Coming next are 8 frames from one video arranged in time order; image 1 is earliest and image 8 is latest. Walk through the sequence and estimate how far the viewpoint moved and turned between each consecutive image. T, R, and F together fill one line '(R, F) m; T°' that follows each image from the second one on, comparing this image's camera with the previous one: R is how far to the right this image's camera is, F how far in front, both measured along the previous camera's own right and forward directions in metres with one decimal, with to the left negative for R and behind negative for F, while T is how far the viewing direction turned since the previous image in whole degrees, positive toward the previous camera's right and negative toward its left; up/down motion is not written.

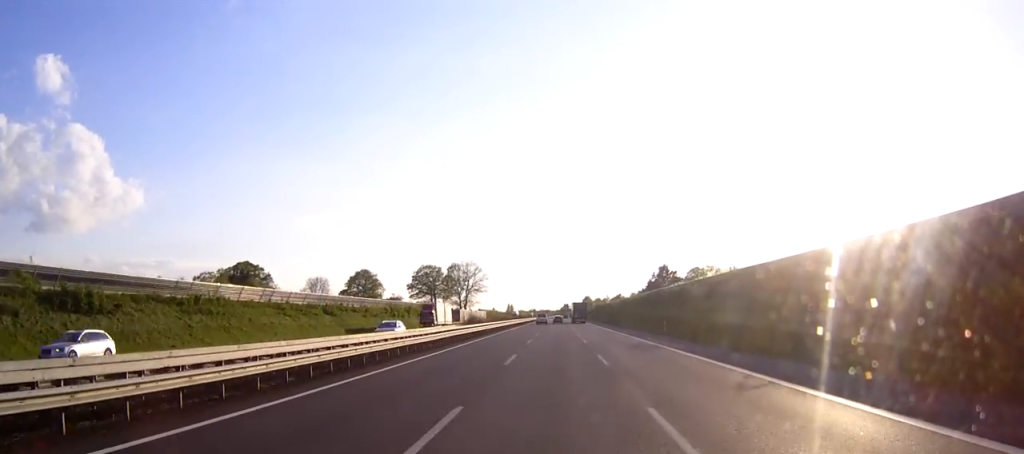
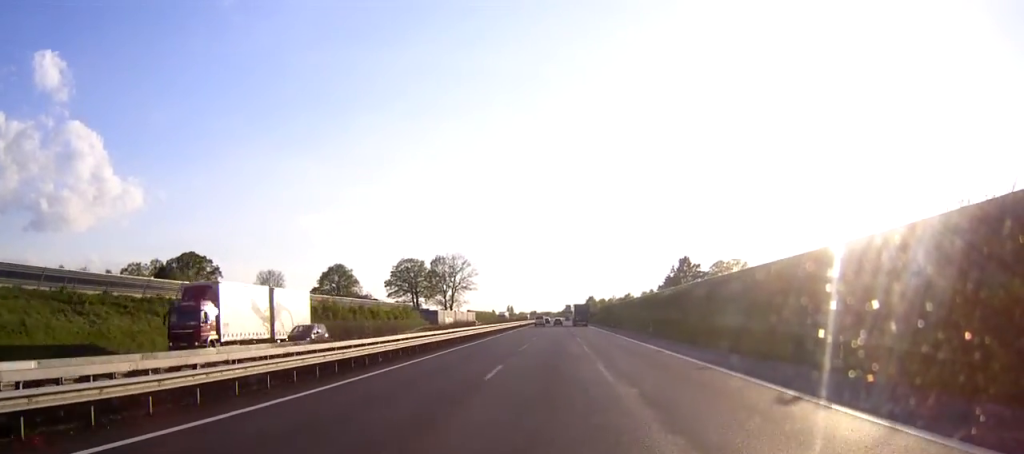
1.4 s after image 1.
(0.0, +40.8) m; 0°
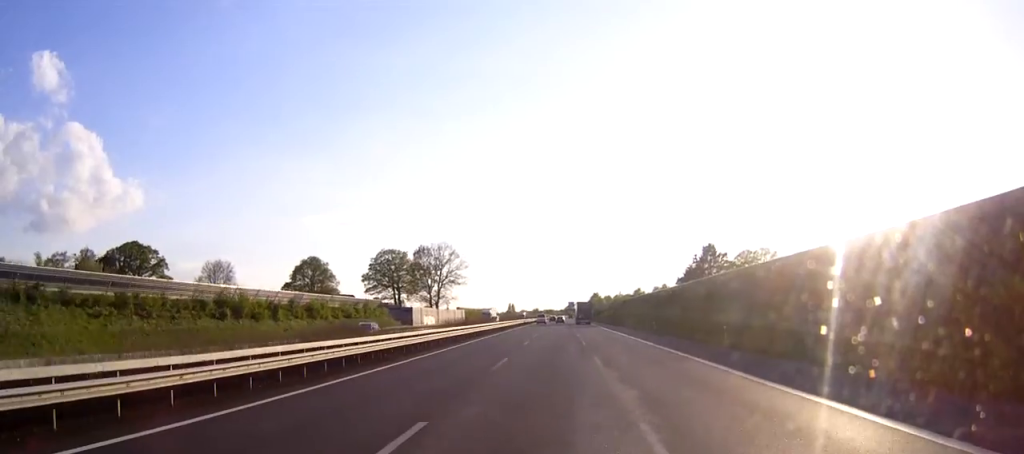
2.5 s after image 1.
(-0.1, +32.9) m; 0°
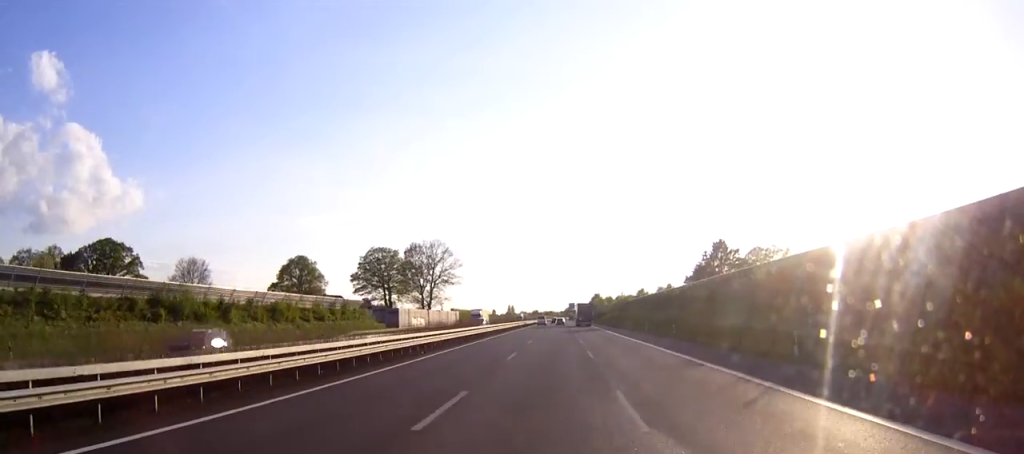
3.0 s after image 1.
(0.0, +12.5) m; 0°
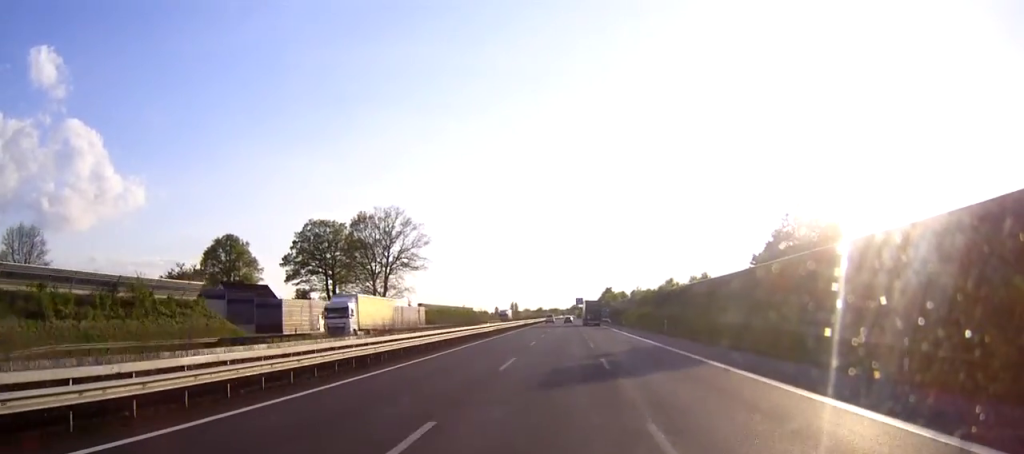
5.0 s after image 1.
(-0.1, +59.0) m; 0°
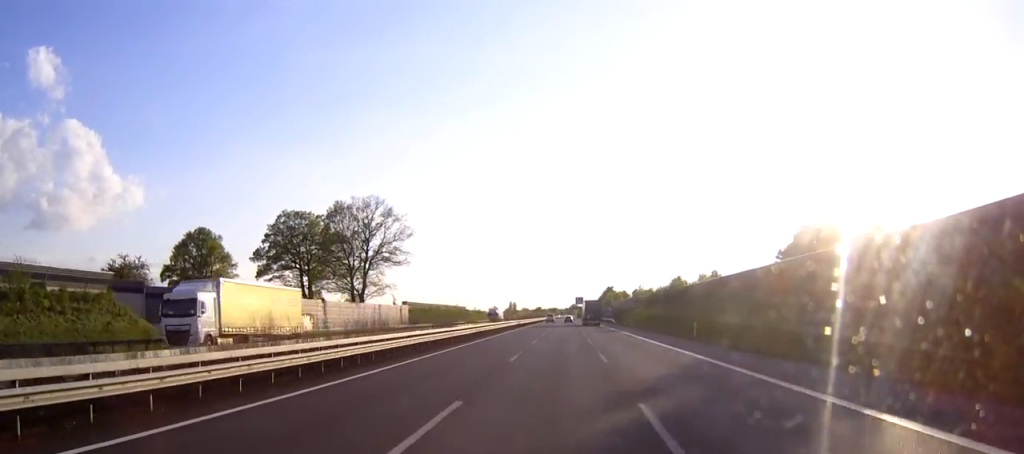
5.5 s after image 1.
(0.0, +15.5) m; 0°
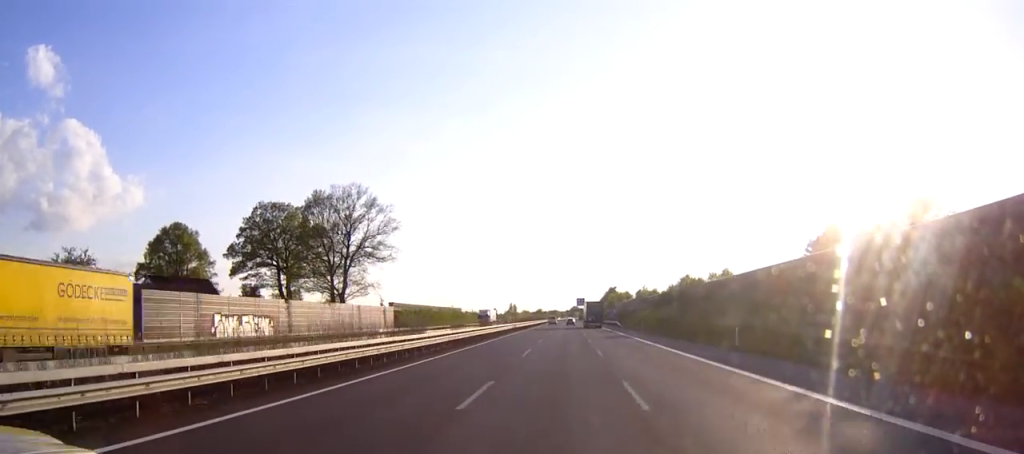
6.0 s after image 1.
(0.0, +12.5) m; 0°
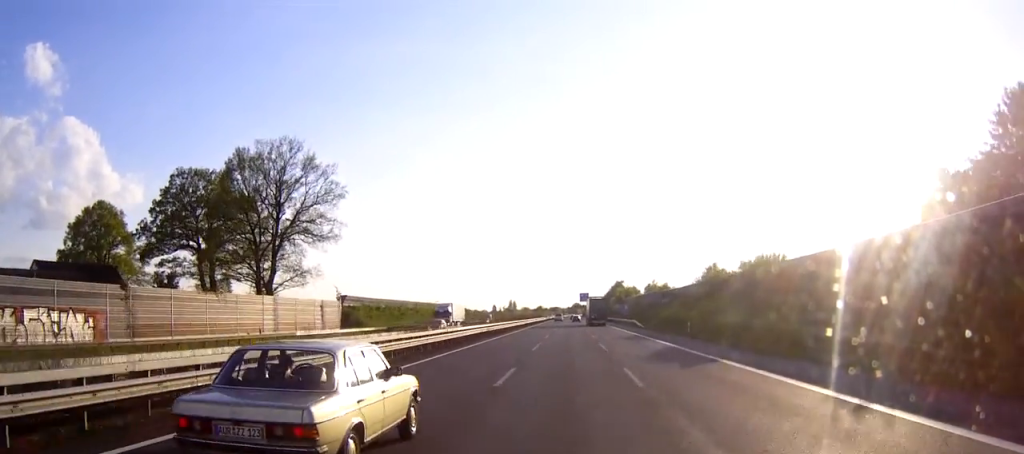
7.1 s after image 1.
(0.0, +31.9) m; 0°
